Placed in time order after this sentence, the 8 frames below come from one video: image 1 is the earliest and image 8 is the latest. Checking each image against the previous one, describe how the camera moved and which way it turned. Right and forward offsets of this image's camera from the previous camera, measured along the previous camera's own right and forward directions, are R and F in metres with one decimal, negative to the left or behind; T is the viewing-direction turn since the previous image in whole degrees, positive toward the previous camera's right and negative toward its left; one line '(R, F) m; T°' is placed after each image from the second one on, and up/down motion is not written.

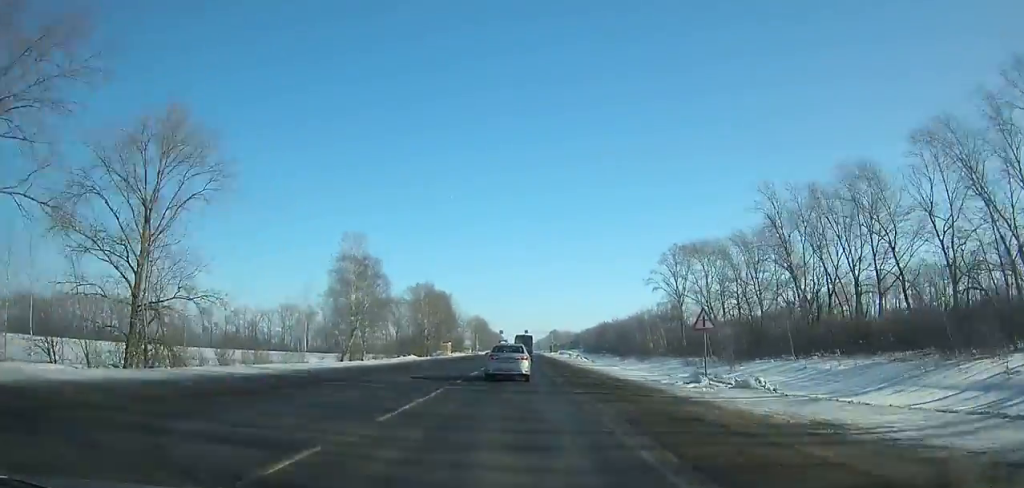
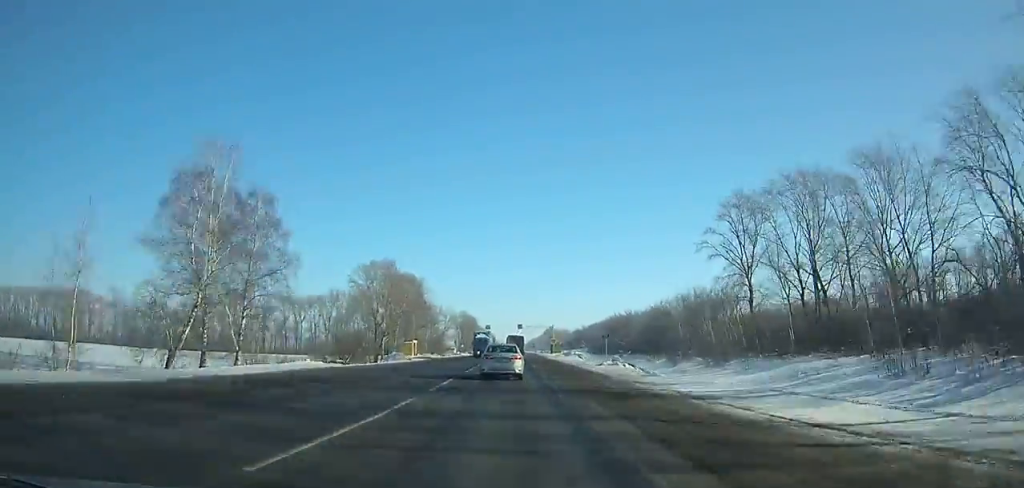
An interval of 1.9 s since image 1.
(0.0, +39.8) m; 0°
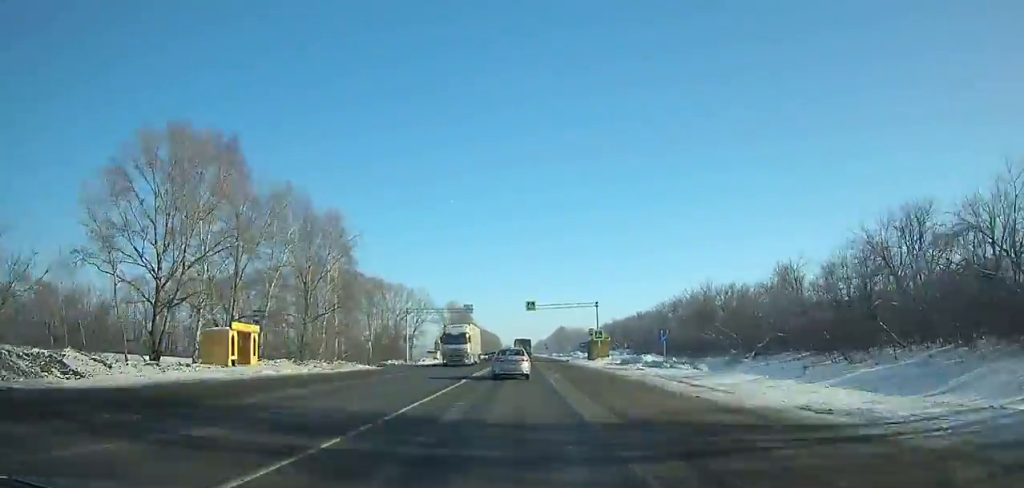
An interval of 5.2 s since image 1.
(+0.2, +69.9) m; 0°
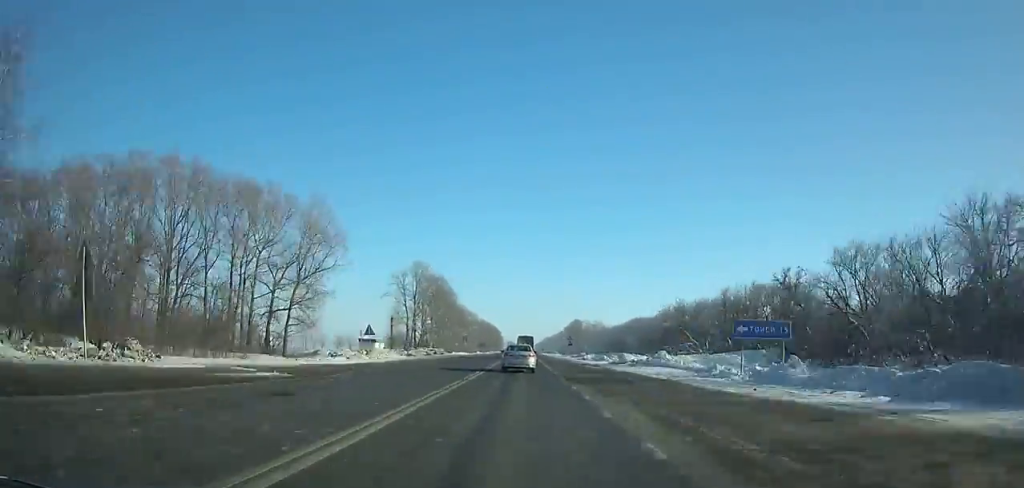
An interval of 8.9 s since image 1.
(-0.4, +79.8) m; 0°
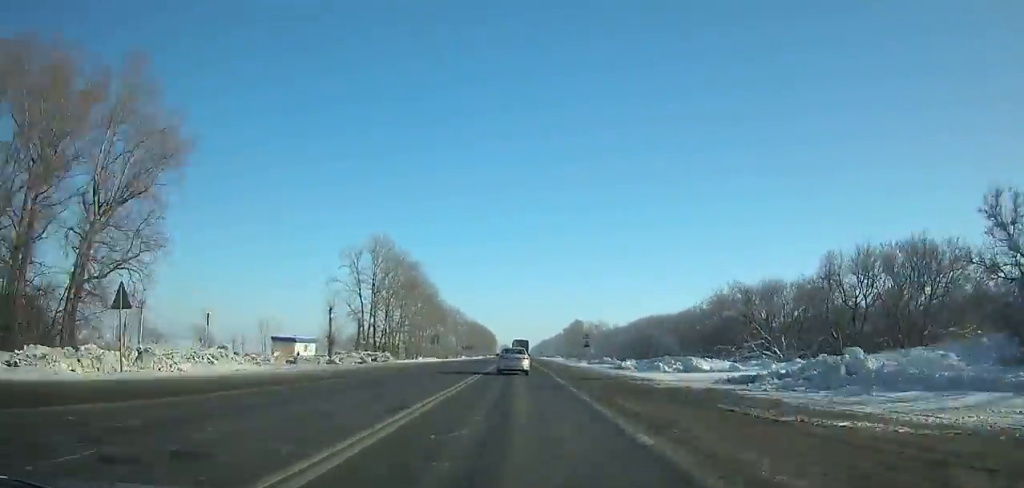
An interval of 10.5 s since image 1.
(0.0, +35.0) m; 0°
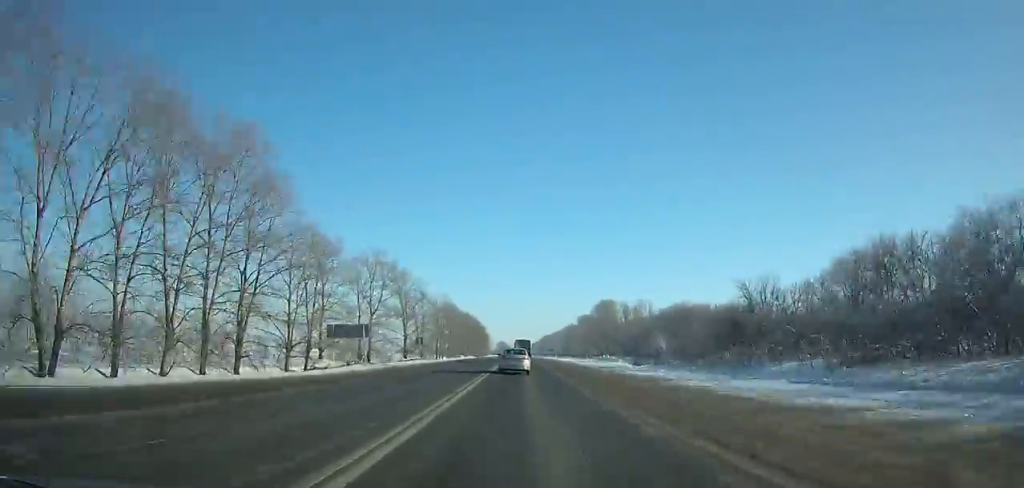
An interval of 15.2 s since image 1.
(+0.8, +104.5) m; +1°
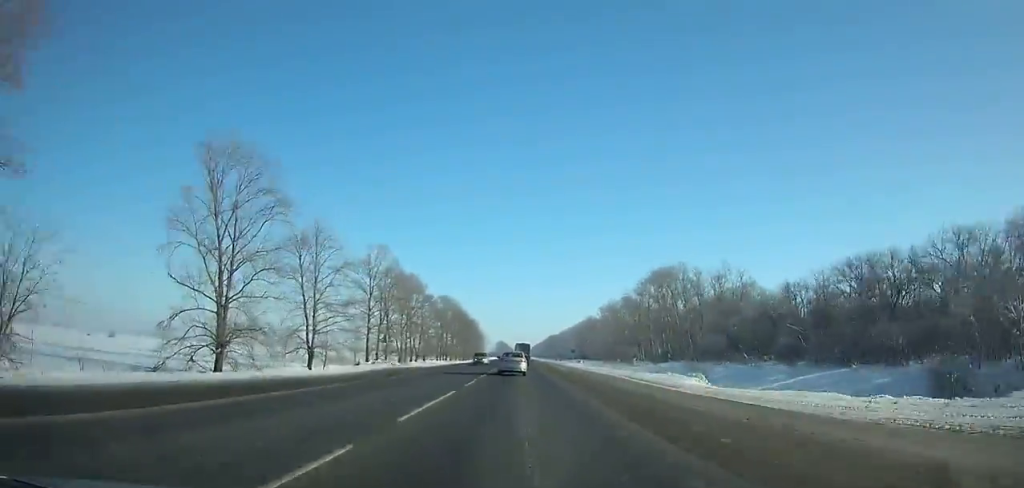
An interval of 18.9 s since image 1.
(+0.1, +83.8) m; 0°
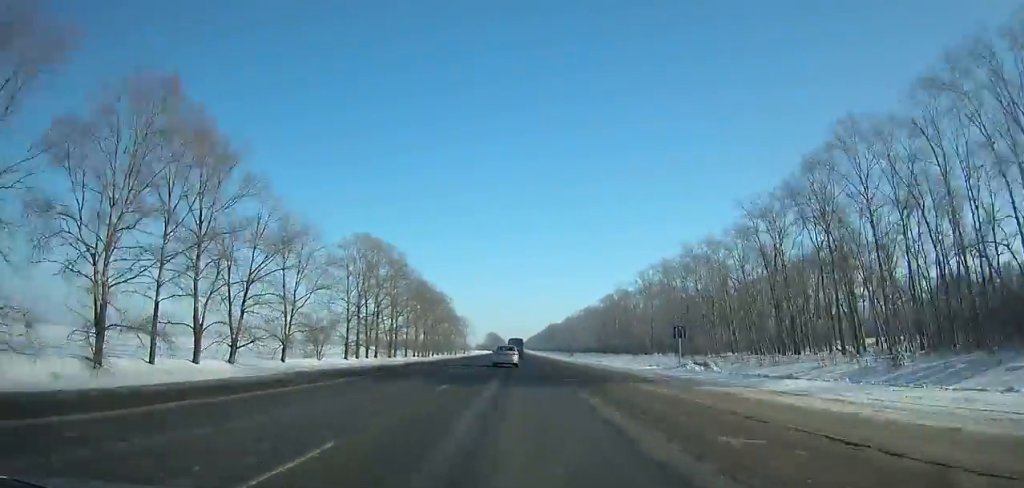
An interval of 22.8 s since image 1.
(-0.2, +90.5) m; 0°
